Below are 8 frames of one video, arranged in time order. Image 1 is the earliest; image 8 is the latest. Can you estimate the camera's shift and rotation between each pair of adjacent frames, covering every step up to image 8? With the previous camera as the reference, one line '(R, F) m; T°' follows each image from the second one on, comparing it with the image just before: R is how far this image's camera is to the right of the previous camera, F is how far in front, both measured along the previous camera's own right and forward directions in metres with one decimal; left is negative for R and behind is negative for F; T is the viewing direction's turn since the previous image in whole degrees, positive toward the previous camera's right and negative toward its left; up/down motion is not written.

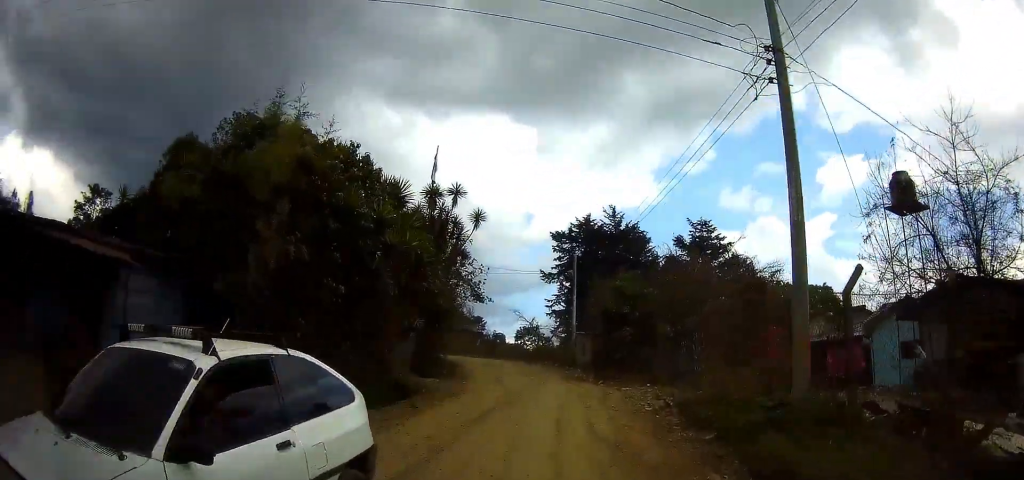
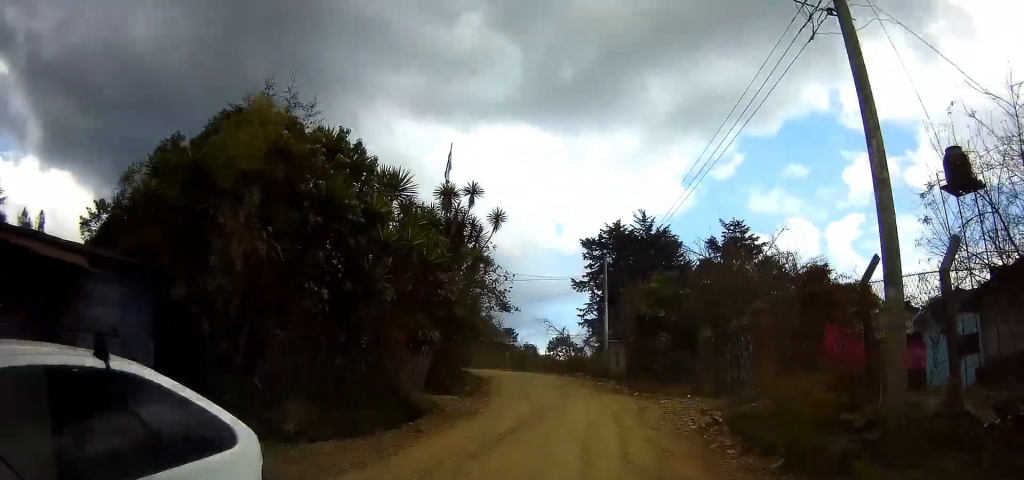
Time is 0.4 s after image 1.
(-0.1, +2.2) m; -2°
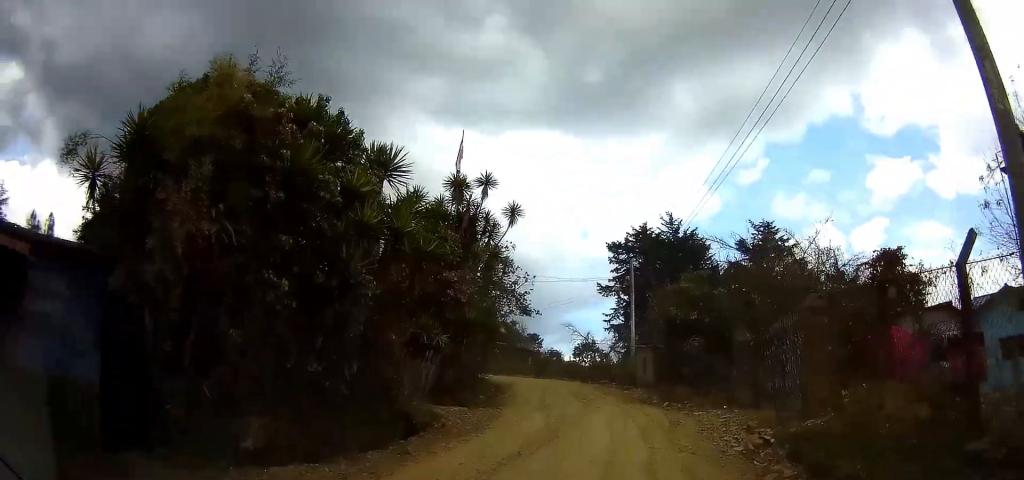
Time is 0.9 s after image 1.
(0.0, +2.3) m; -2°
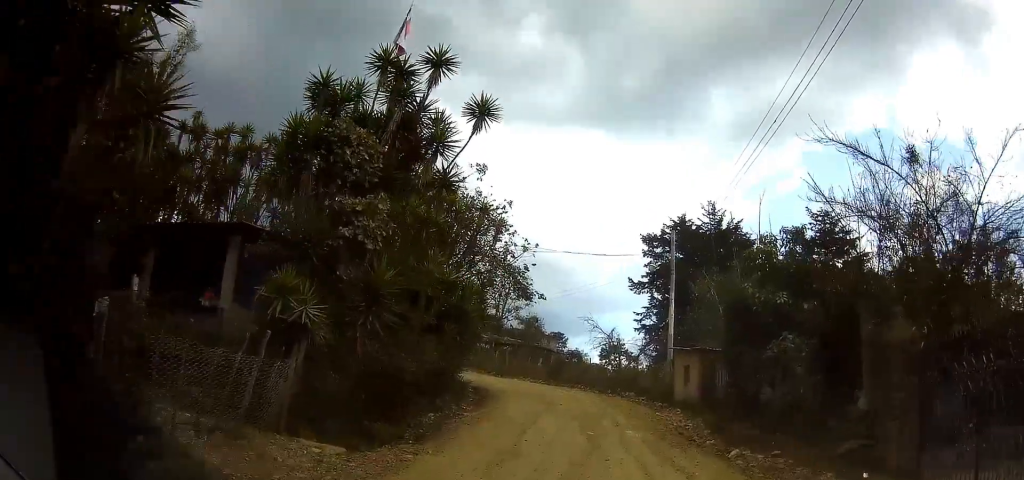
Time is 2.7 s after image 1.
(-0.6, +9.5) m; -1°
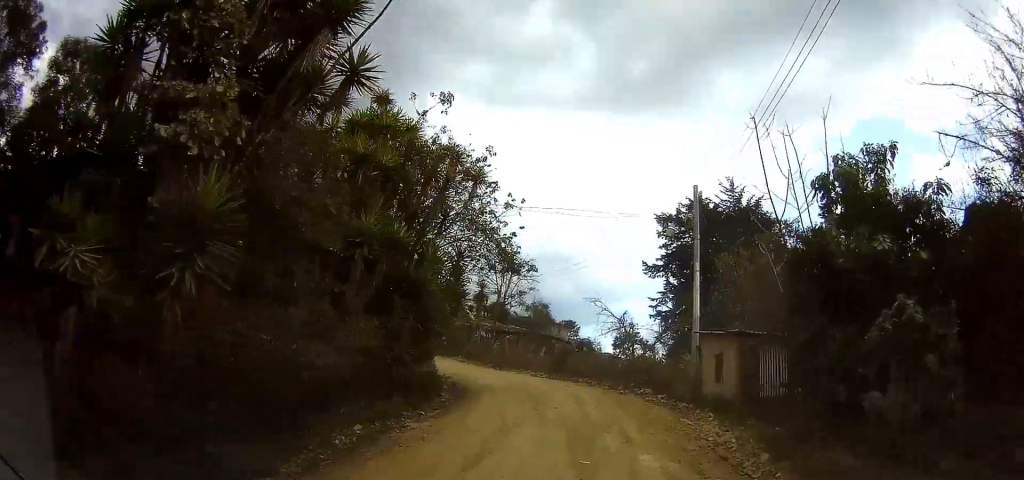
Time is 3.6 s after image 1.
(+0.6, +5.2) m; -1°
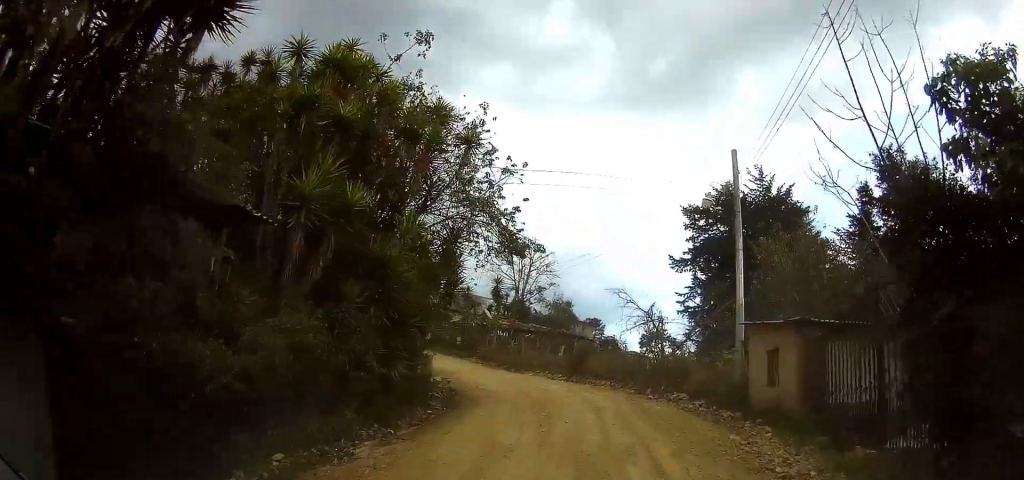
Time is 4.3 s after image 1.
(-0.5, +3.6) m; -6°
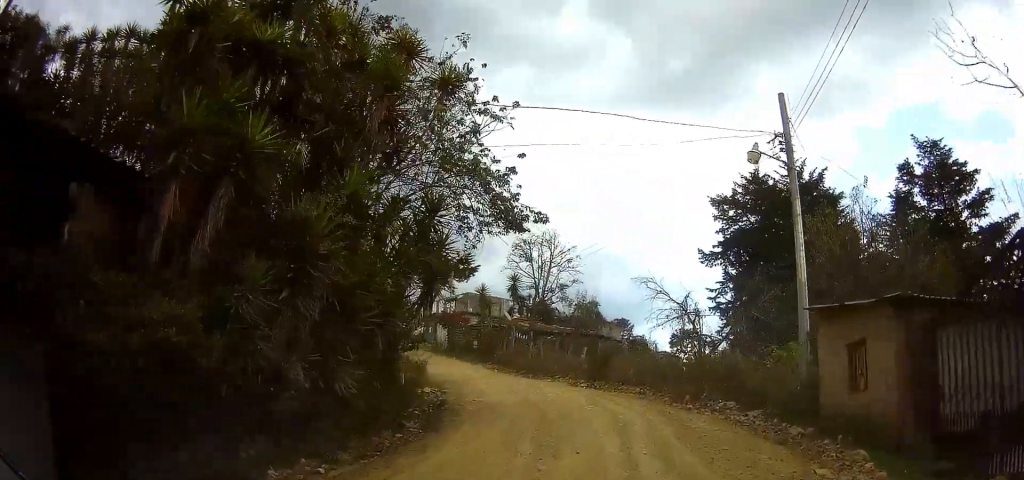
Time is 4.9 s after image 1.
(-0.2, +3.5) m; -3°
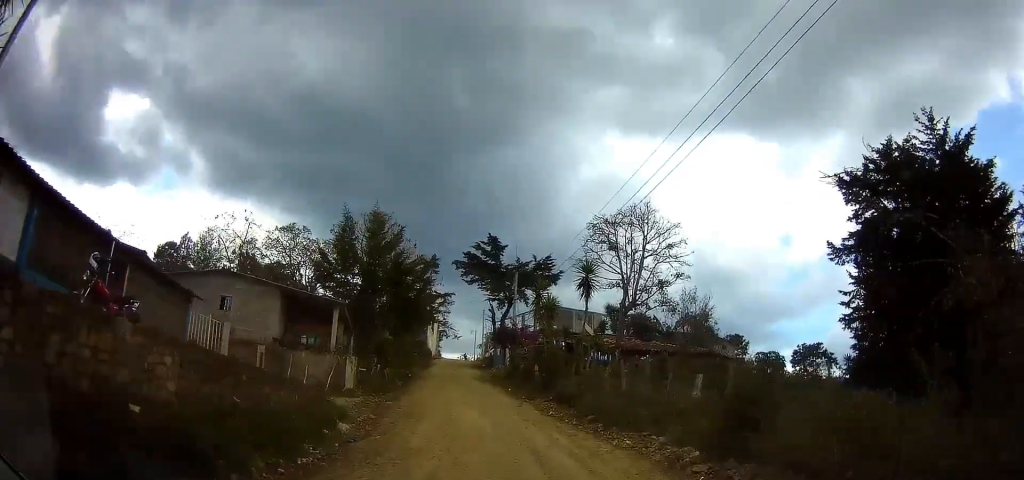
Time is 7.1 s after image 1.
(-0.3, +13.9) m; -6°
